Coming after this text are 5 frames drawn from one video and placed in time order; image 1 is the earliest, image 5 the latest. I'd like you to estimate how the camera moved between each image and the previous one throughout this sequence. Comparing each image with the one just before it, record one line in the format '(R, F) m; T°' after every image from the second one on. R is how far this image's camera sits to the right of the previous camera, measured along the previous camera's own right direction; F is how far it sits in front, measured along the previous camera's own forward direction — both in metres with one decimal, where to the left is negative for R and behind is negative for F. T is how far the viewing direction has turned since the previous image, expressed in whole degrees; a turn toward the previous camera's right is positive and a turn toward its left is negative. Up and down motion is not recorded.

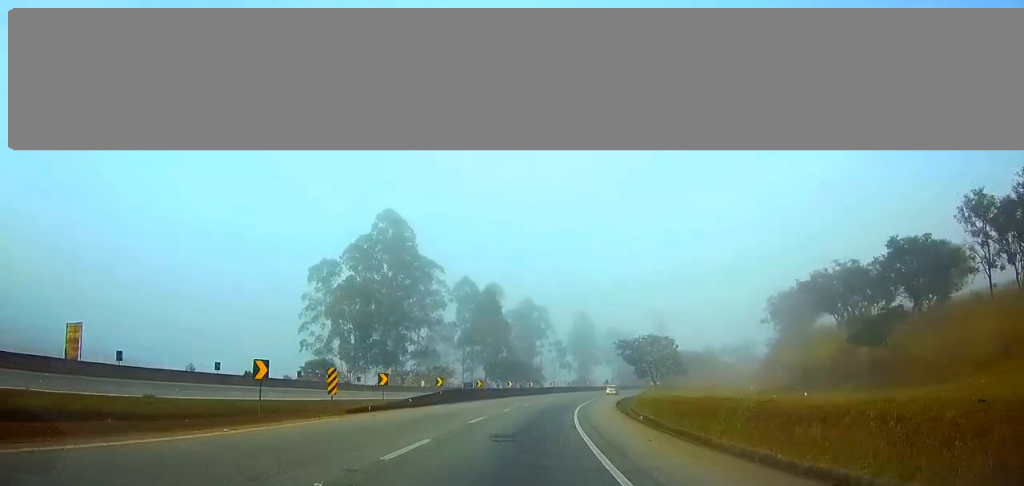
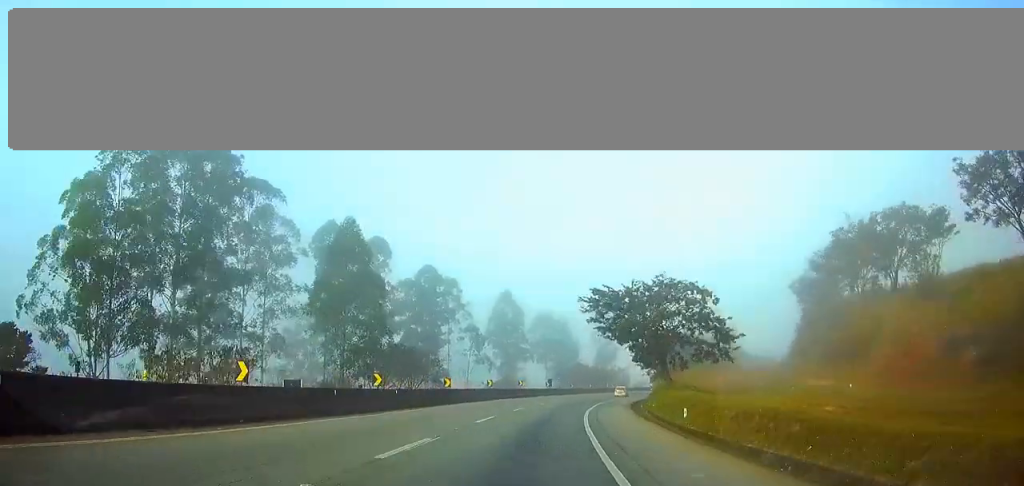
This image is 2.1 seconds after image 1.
(+3.6, +58.6) m; +6°
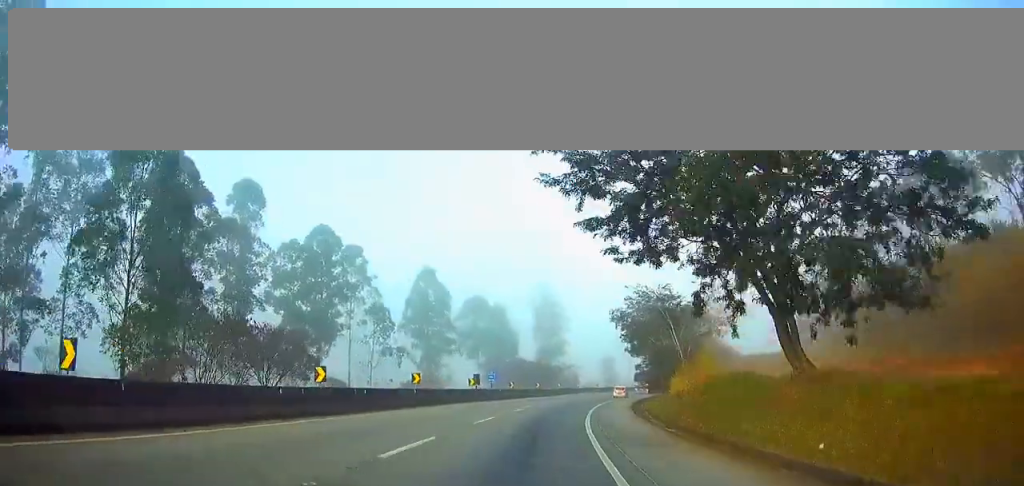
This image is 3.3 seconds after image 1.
(+0.9, +35.4) m; +4°
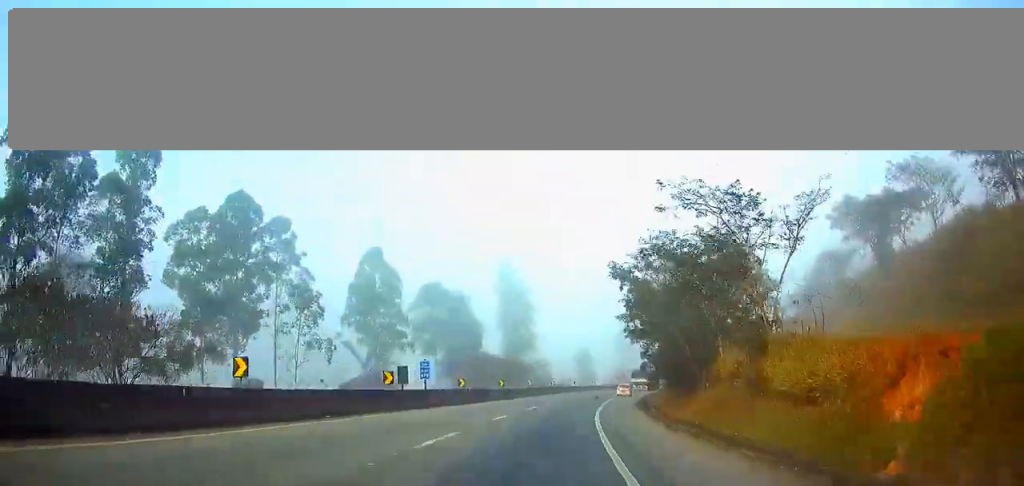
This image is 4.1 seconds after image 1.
(+0.6, +20.9) m; +3°
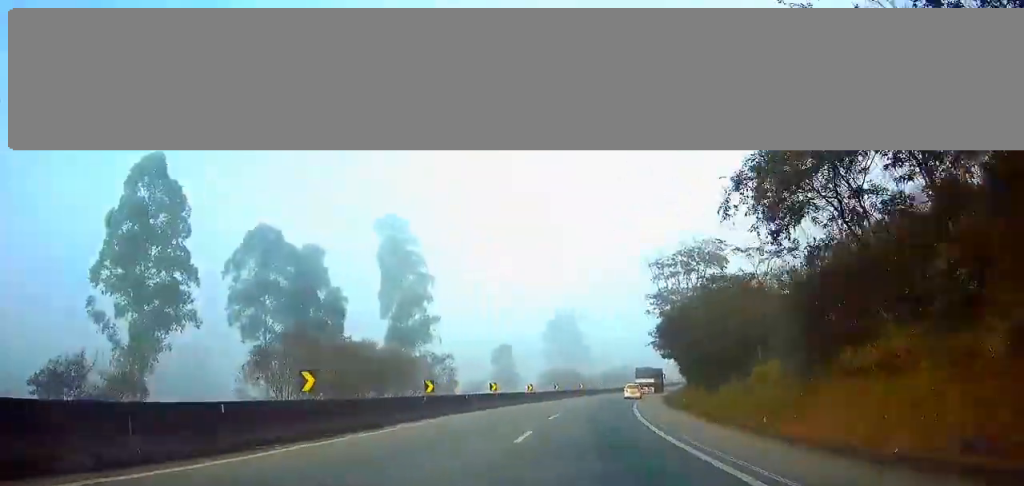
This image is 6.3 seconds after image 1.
(+5.1, +55.9) m; +12°
